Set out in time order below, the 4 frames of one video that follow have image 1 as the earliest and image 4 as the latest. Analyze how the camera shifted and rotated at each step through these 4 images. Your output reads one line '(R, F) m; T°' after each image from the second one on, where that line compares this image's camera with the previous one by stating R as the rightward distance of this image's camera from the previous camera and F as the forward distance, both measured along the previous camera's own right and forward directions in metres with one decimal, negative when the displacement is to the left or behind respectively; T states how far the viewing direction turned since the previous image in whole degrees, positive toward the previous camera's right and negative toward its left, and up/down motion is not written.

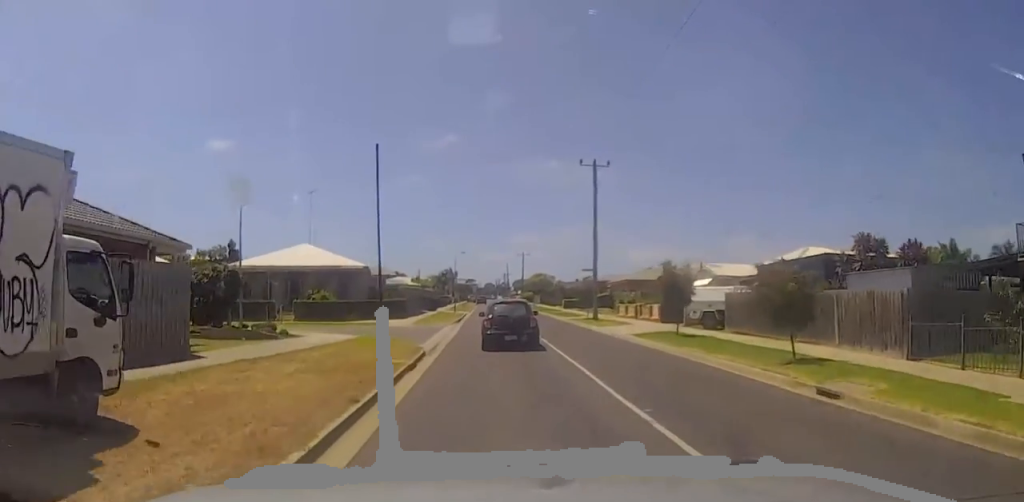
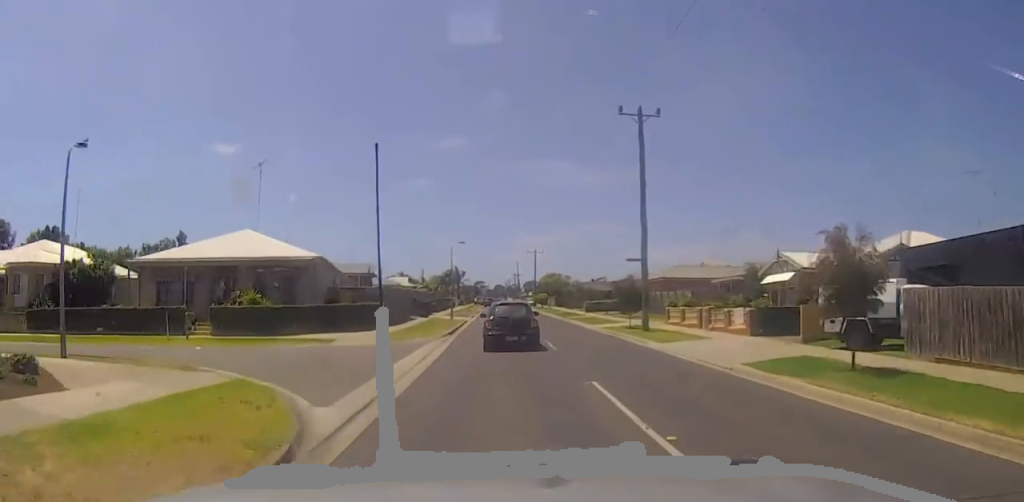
(-0.9, +13.3) m; -1°
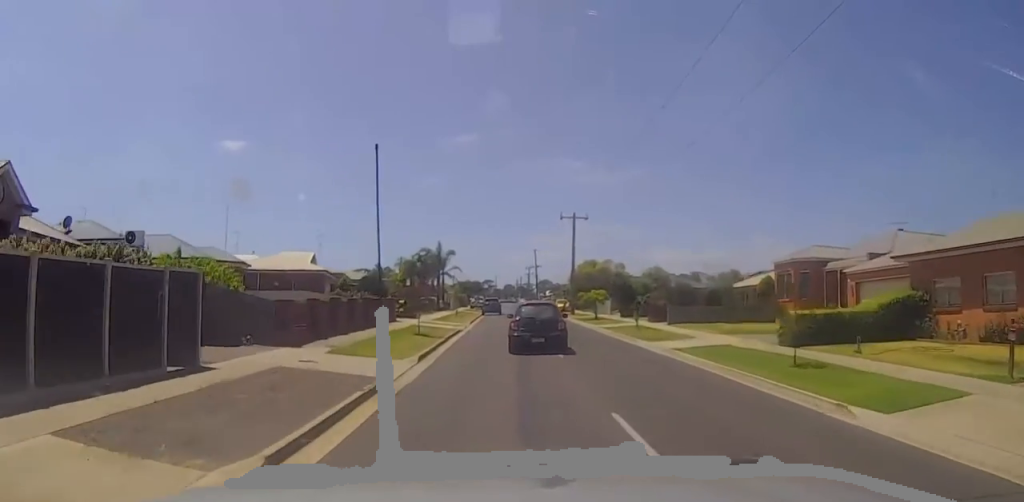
(+1.8, +50.7) m; +3°
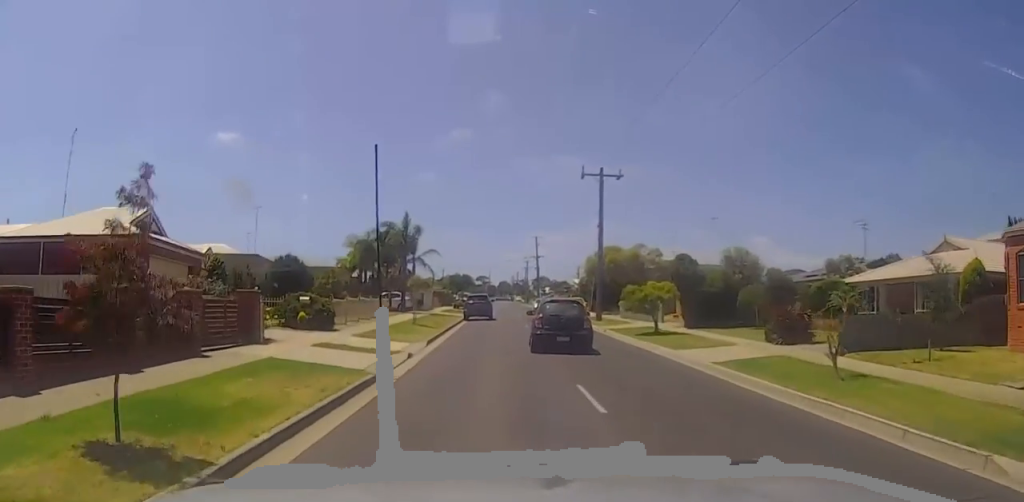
(+0.8, +22.6) m; -1°
